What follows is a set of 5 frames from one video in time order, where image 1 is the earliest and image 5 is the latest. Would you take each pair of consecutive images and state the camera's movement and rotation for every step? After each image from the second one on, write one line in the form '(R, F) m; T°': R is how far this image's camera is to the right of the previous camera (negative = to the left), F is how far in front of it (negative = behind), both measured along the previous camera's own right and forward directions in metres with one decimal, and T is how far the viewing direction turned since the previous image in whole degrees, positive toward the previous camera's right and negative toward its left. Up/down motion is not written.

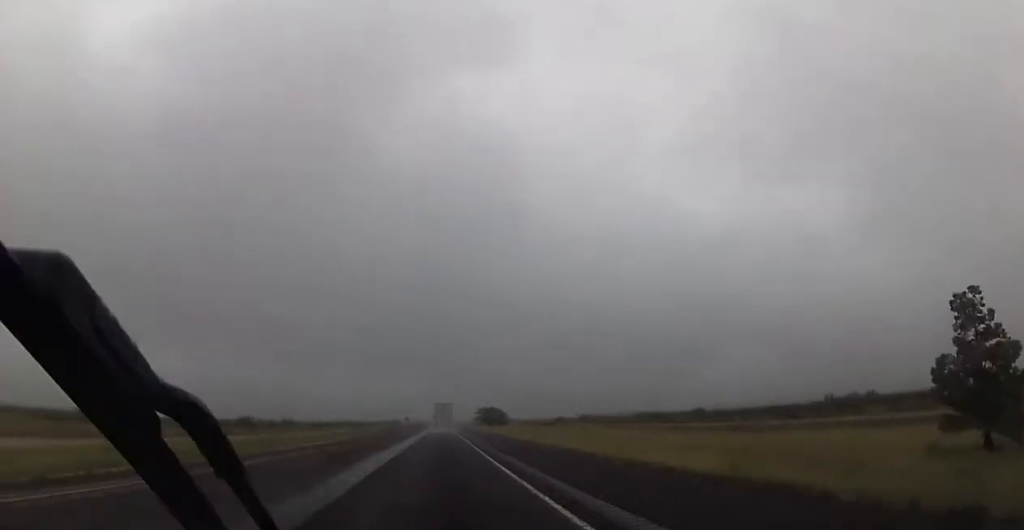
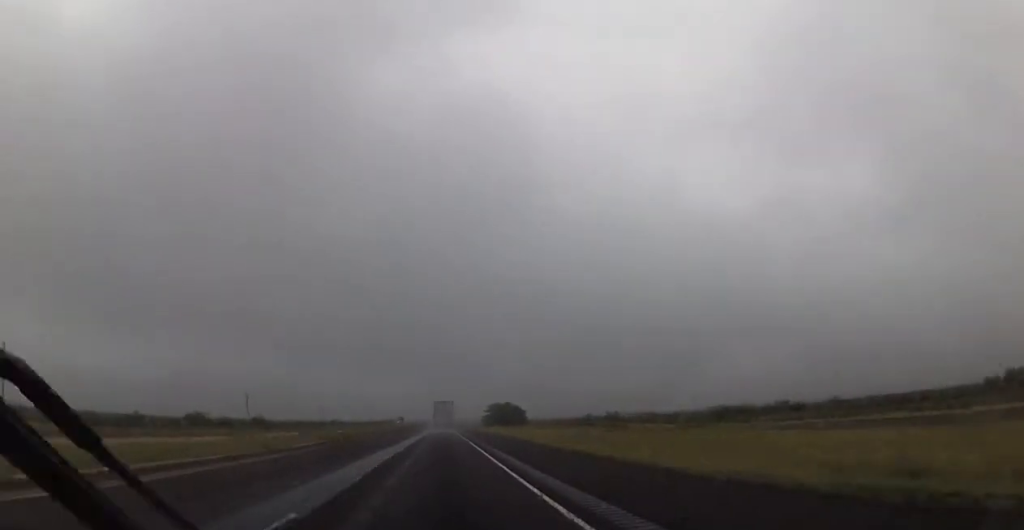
(0.0, +46.6) m; 0°
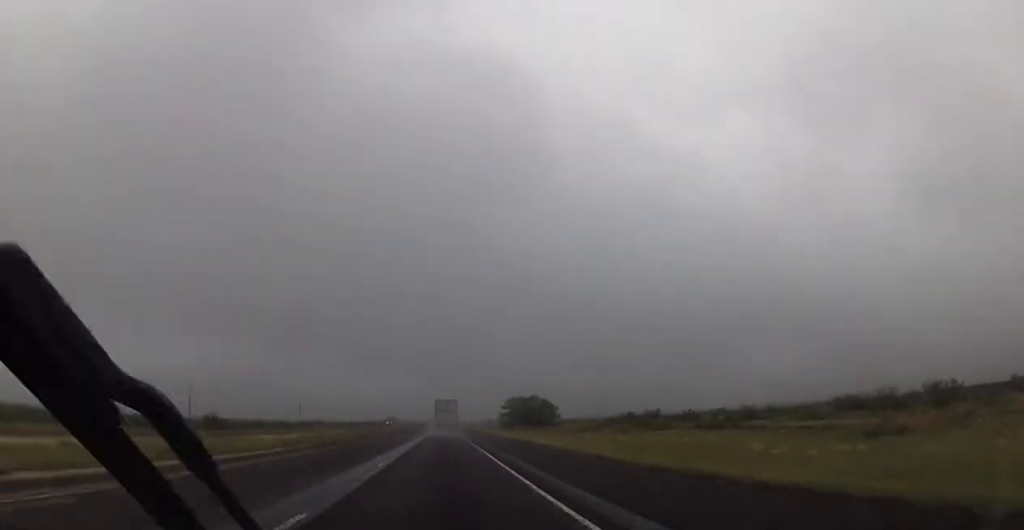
(-0.5, +49.0) m; 0°
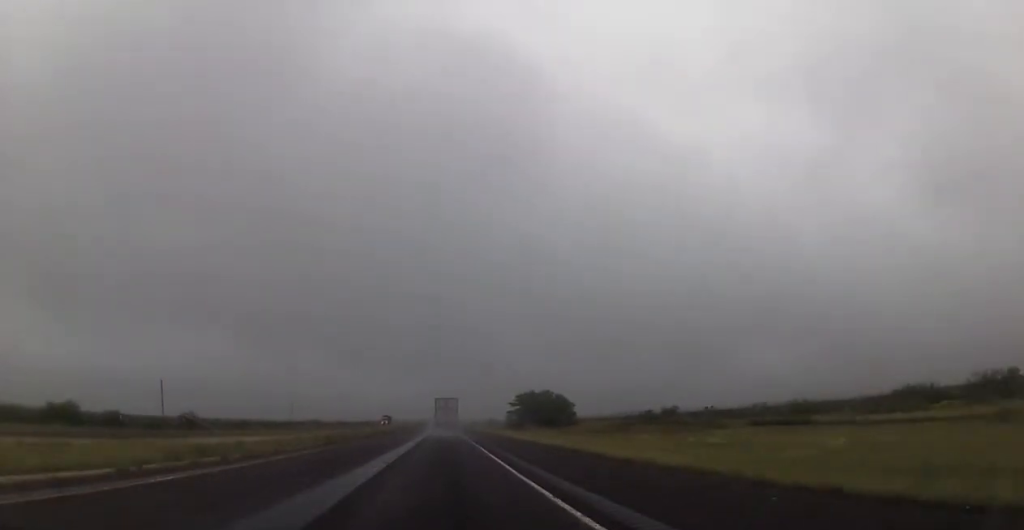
(+0.2, +16.3) m; 0°
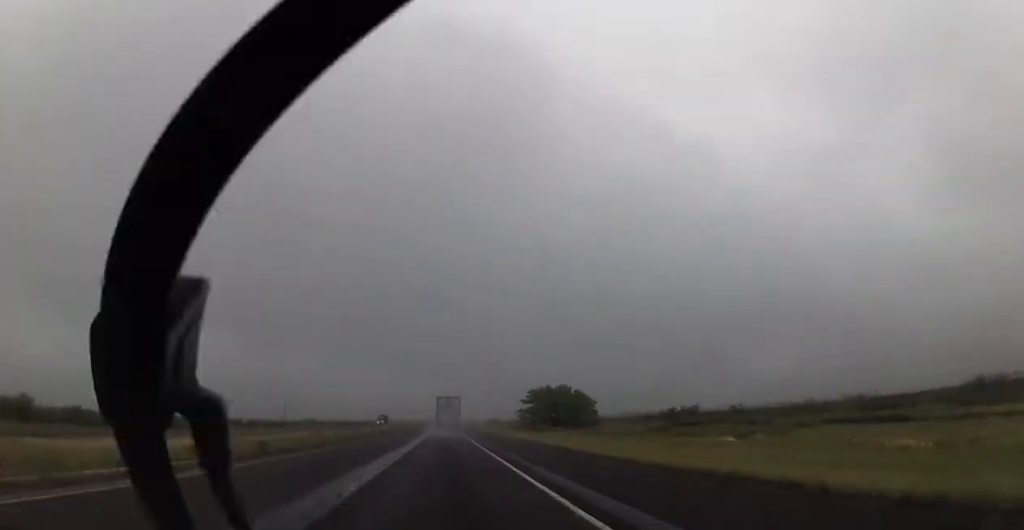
(+0.2, +15.2) m; 0°
